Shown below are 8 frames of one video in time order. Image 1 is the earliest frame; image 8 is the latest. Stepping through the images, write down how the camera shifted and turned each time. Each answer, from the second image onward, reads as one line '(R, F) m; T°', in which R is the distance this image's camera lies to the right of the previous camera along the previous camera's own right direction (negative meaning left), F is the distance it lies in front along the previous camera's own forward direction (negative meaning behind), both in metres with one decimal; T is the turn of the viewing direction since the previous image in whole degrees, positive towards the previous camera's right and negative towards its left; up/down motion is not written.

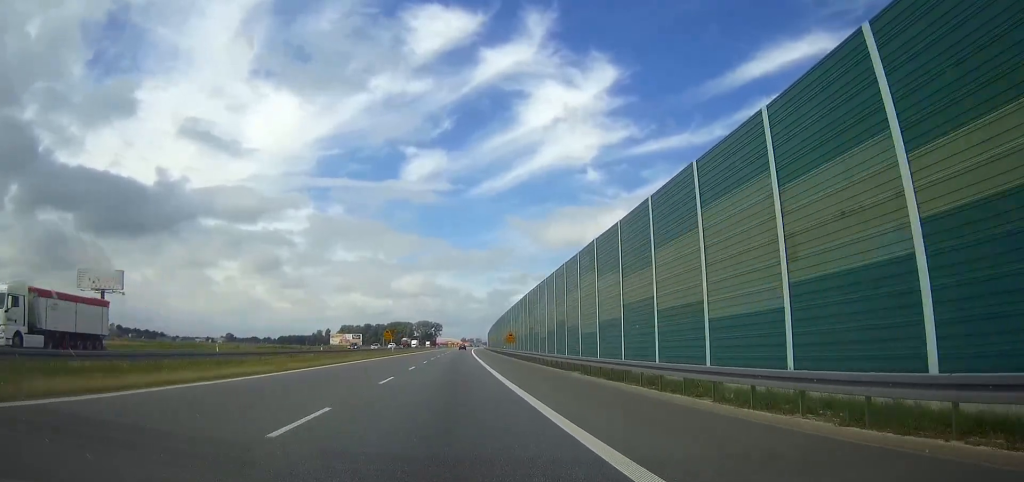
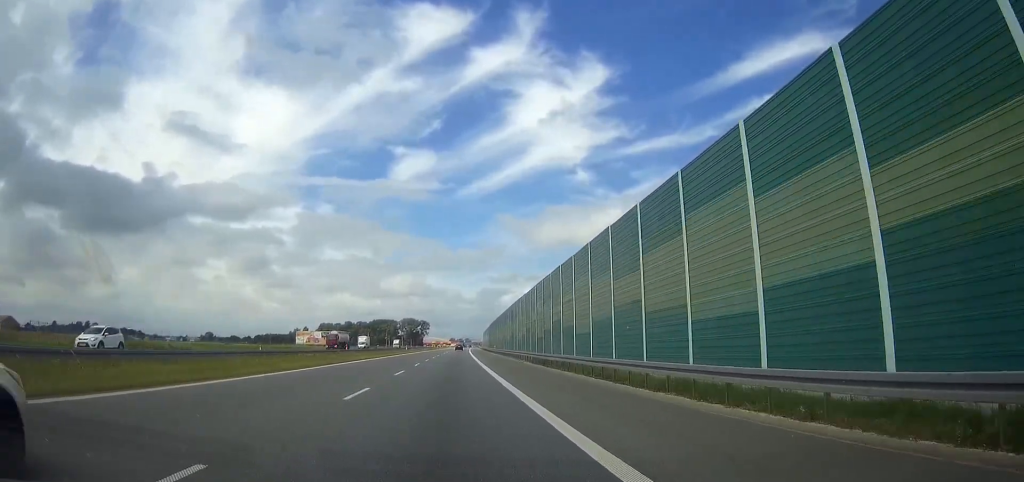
(0.0, +79.0) m; 0°
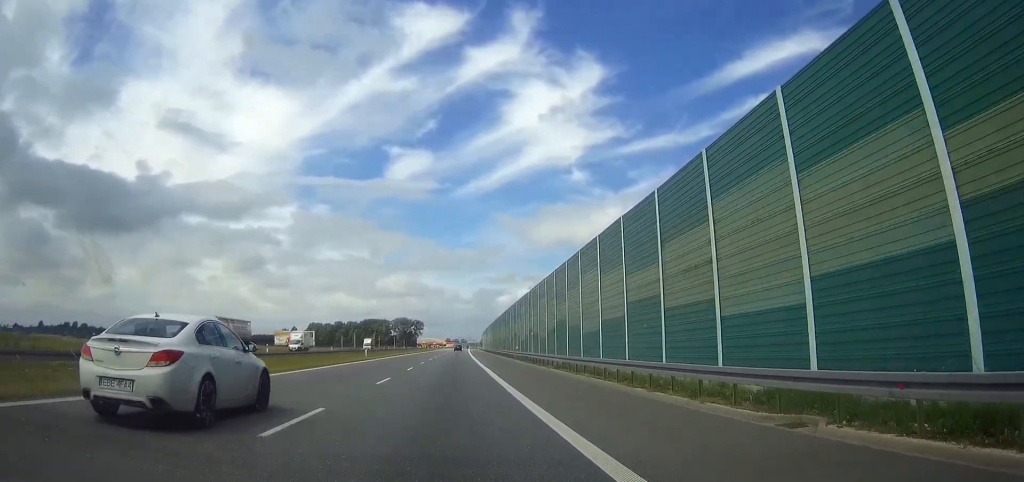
(0.0, +42.3) m; 0°
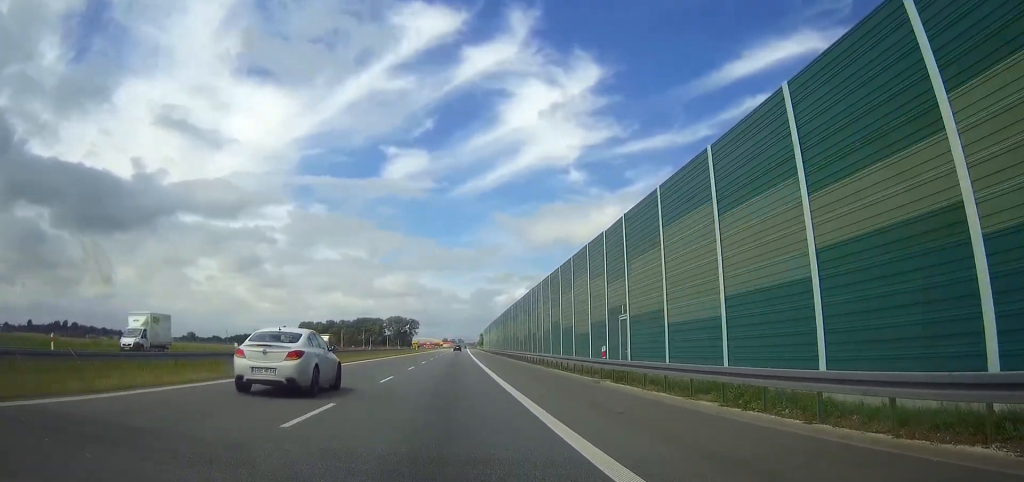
(0.0, +35.3) m; 0°
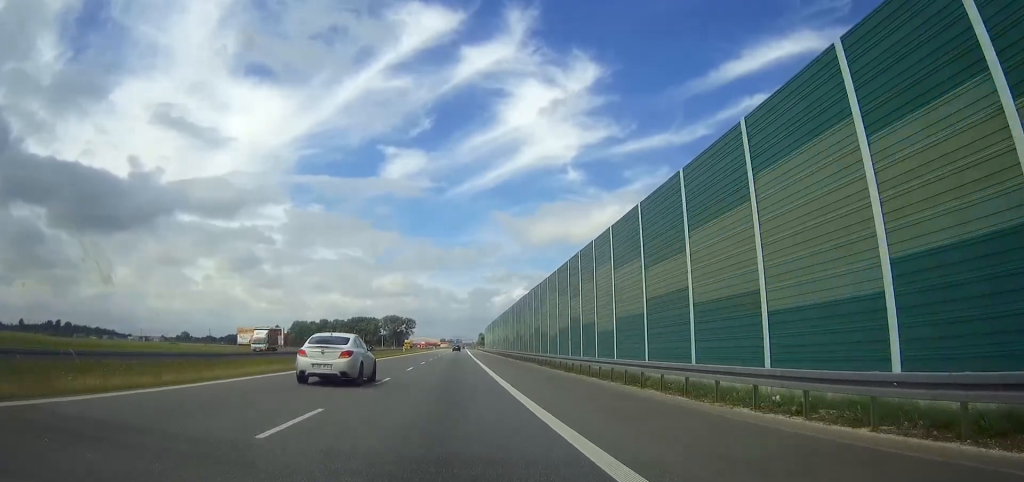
(0.0, +25.4) m; 0°
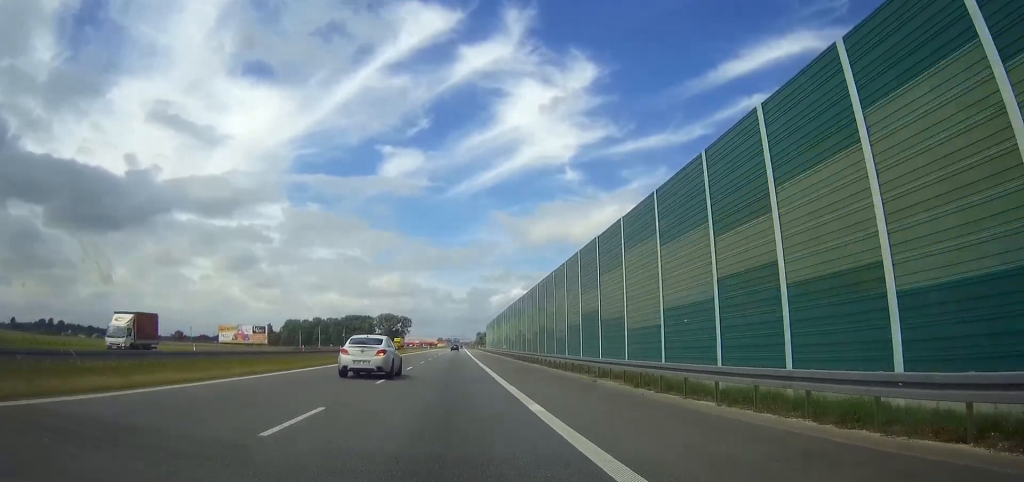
(0.0, +24.0) m; 0°
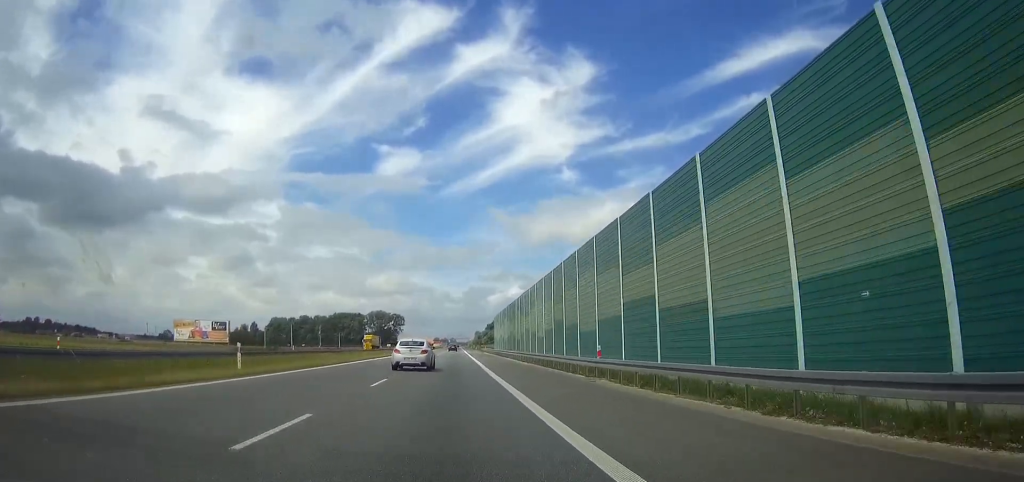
(0.0, +49.6) m; 0°
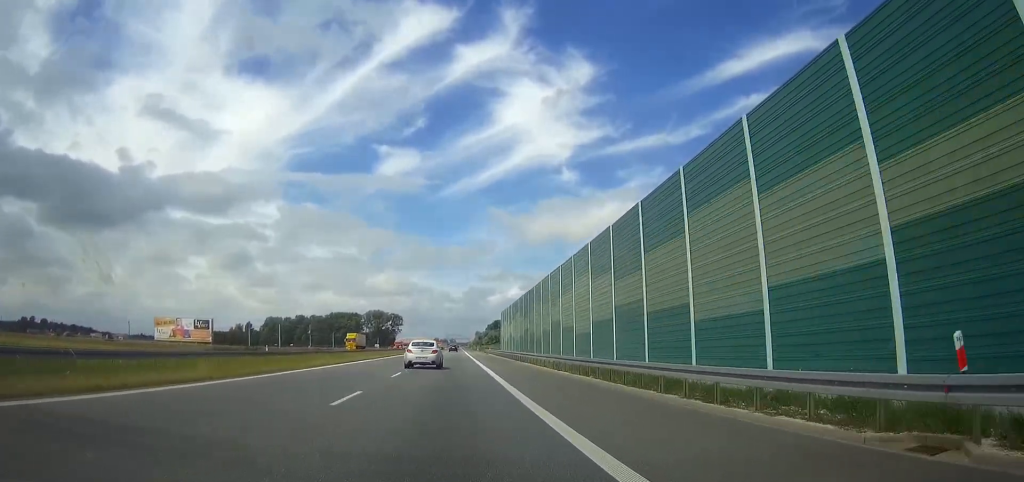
(-0.1, +18.4) m; 0°
